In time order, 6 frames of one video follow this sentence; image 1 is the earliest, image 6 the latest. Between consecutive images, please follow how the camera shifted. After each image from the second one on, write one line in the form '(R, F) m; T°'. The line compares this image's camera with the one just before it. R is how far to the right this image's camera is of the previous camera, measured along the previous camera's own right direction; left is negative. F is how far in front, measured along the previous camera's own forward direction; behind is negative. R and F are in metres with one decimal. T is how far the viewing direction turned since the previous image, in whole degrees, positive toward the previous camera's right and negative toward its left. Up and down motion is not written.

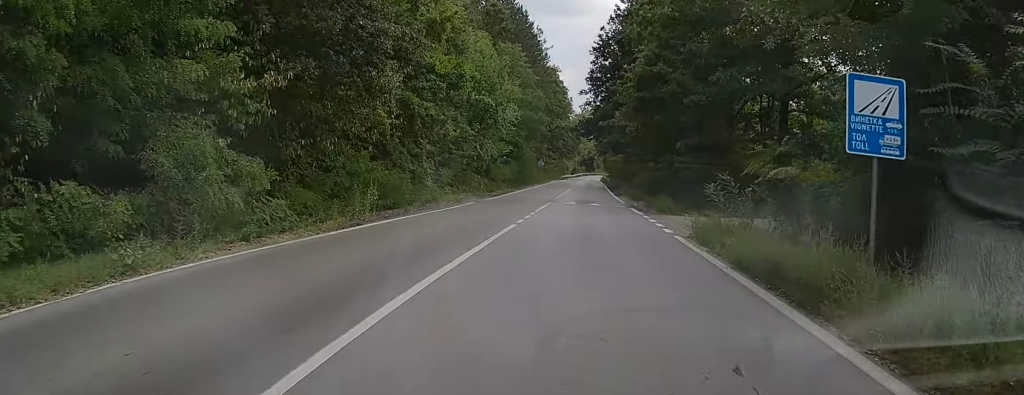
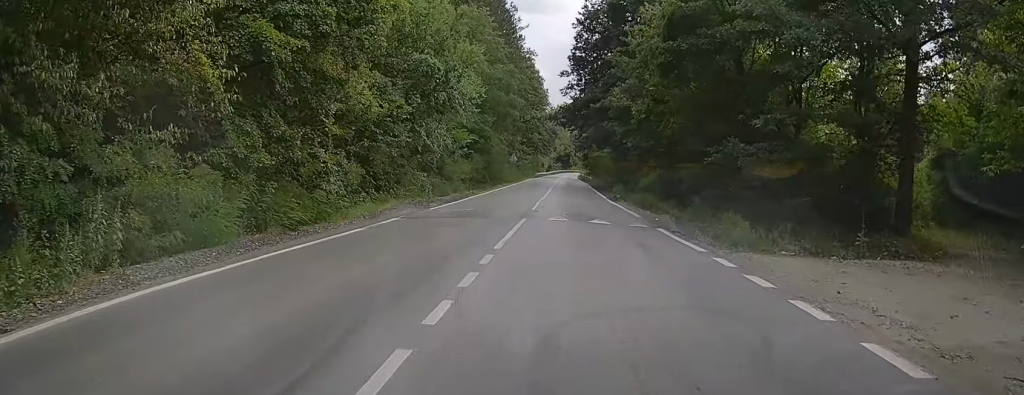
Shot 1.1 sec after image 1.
(+0.5, +12.0) m; +3°
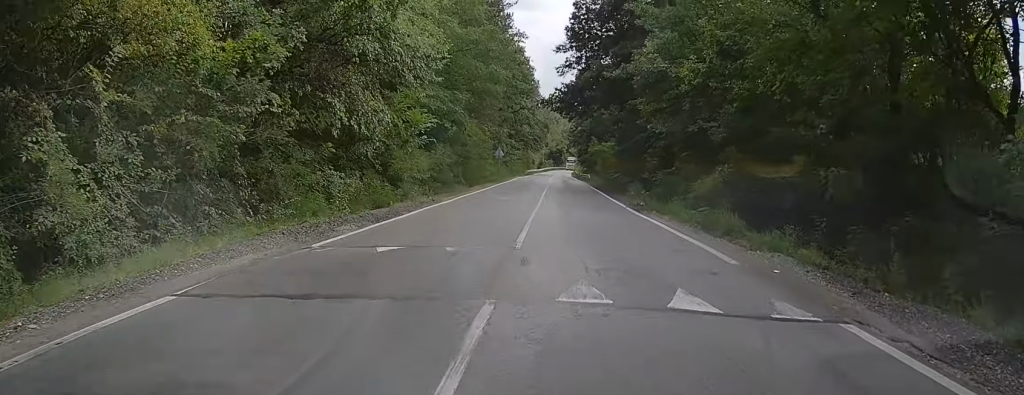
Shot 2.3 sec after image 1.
(+0.2, +11.8) m; 0°
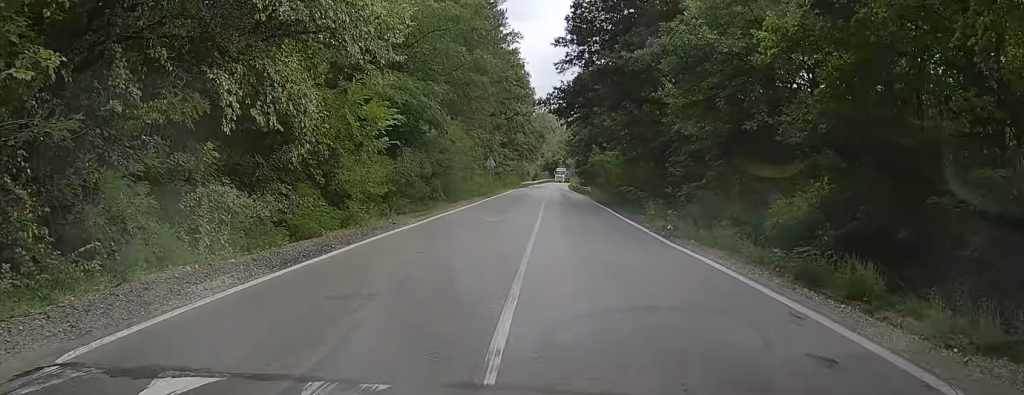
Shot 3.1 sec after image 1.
(-0.1, +6.7) m; +2°
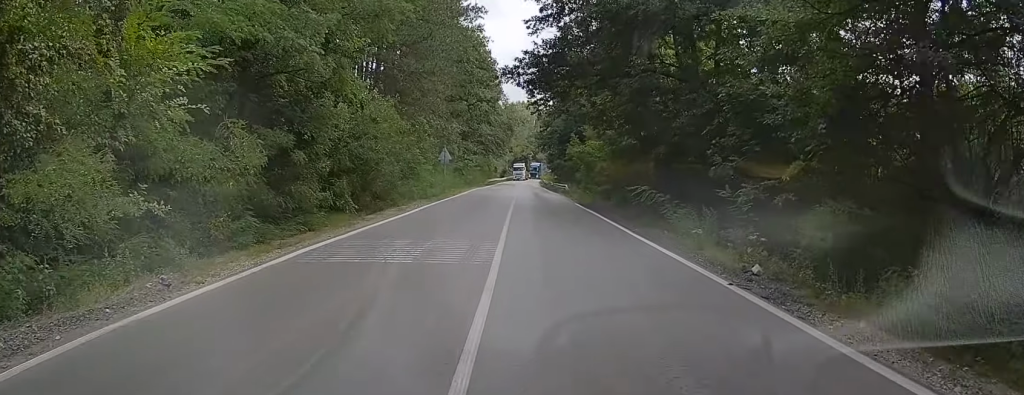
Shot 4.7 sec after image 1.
(+0.5, +11.3) m; +2°
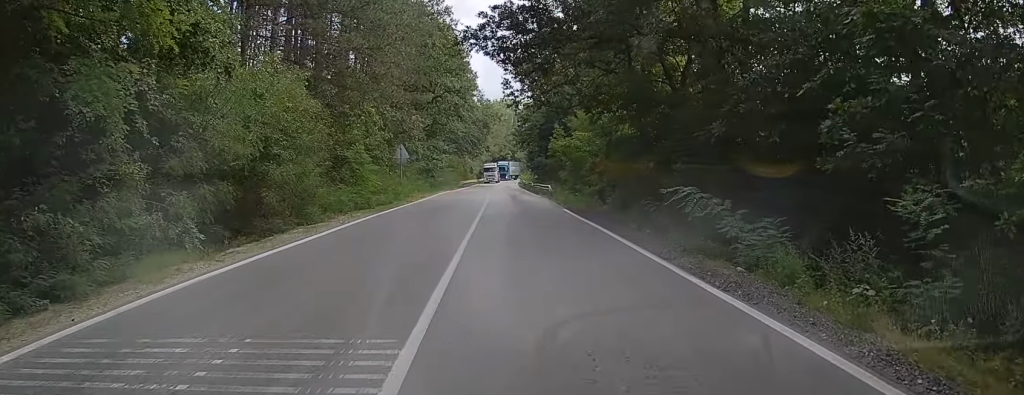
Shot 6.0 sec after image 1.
(0.0, +8.3) m; 0°
